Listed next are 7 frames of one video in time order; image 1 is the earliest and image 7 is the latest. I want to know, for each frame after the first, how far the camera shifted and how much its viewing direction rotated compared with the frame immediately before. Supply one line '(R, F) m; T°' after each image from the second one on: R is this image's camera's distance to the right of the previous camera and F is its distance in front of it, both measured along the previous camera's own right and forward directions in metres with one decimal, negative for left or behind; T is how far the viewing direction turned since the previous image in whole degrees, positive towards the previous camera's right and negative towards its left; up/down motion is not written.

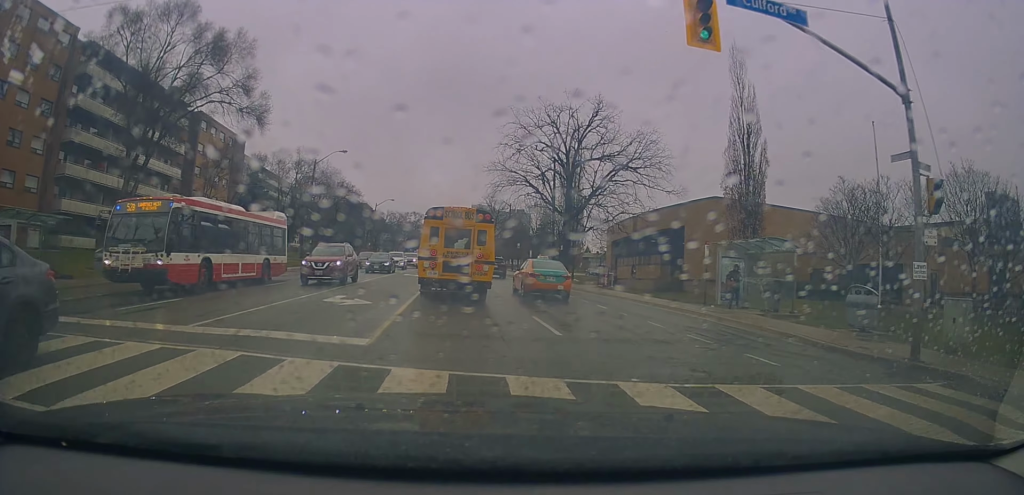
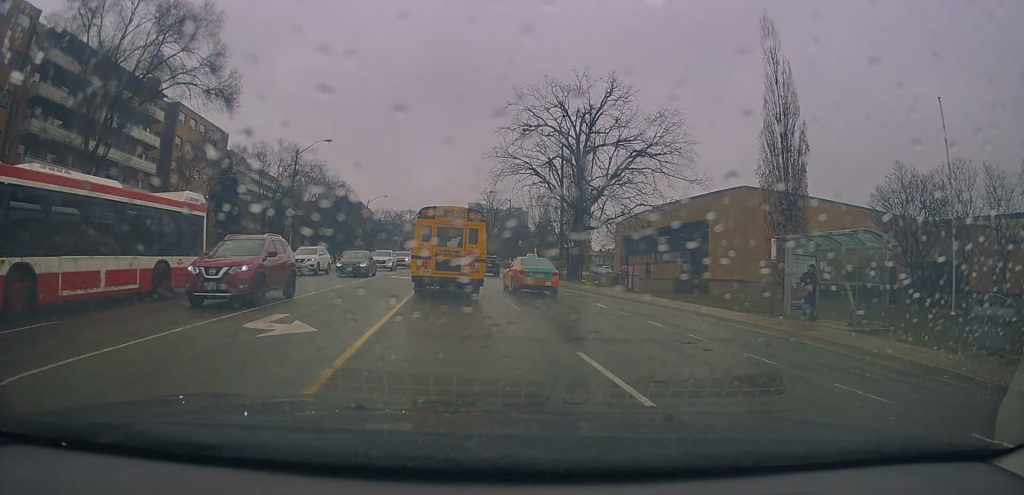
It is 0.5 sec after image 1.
(+0.2, +5.3) m; +1°
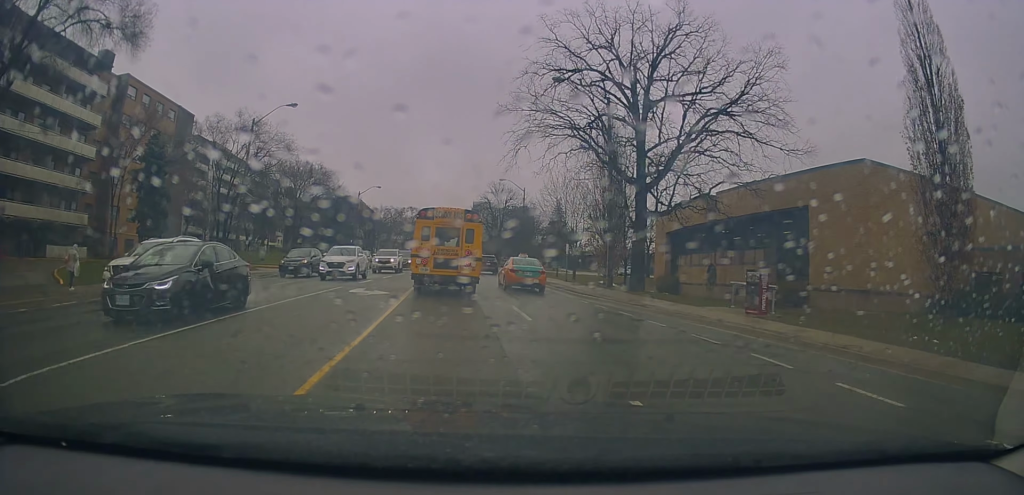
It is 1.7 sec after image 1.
(-0.4, +12.7) m; -1°
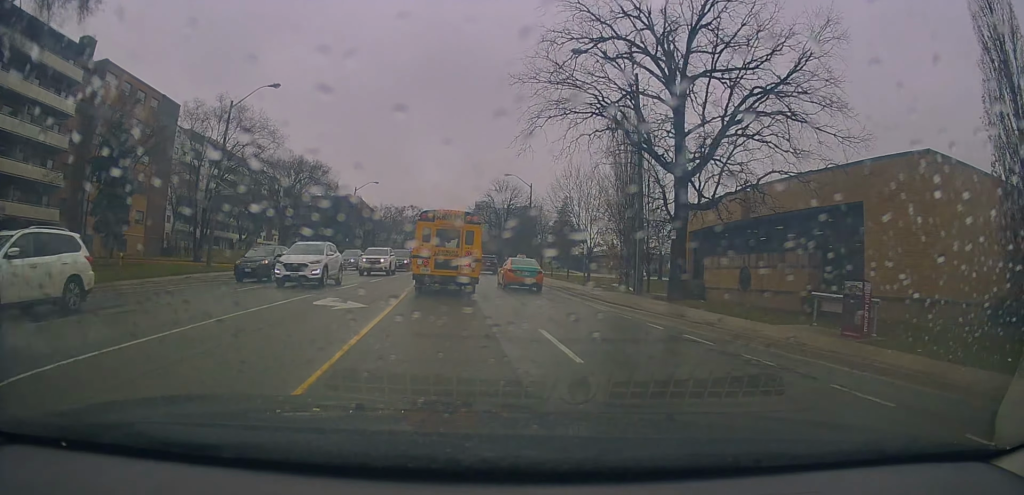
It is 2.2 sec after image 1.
(-0.1, +4.6) m; +1°
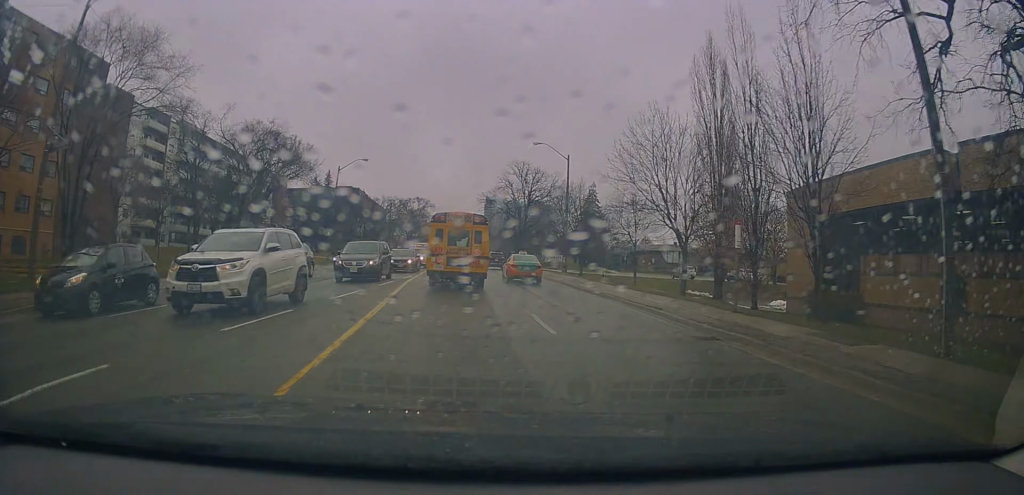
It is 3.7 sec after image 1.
(+0.3, +17.3) m; -2°
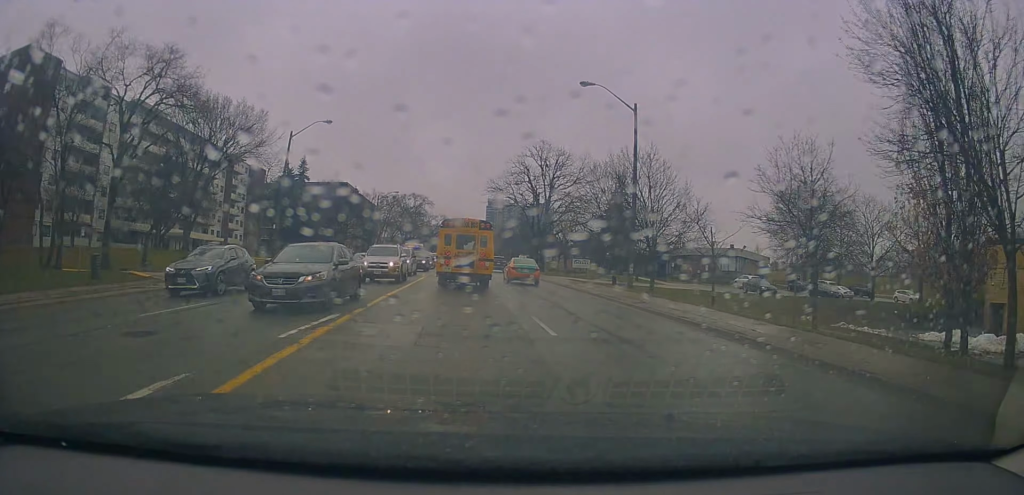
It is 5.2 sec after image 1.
(-1.1, +19.0) m; -3°
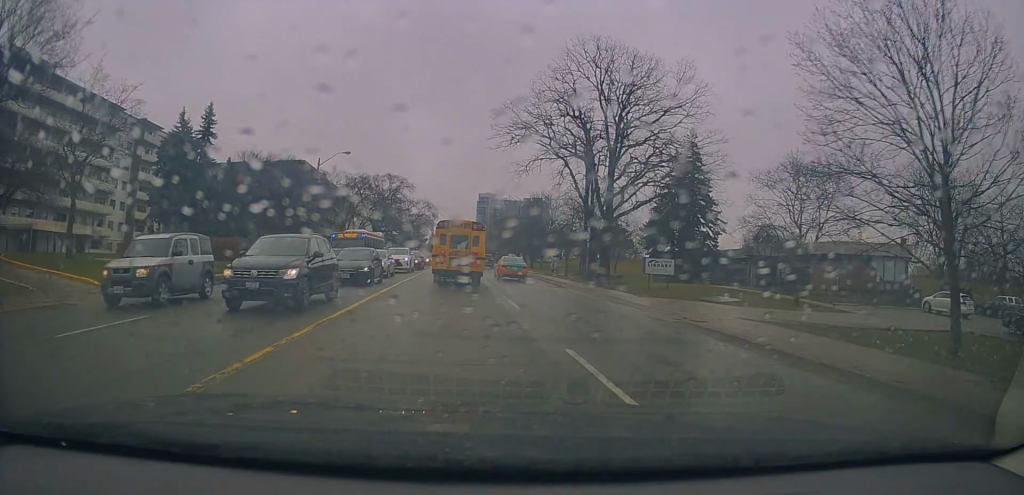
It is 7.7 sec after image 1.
(+0.8, +32.6) m; +4°
